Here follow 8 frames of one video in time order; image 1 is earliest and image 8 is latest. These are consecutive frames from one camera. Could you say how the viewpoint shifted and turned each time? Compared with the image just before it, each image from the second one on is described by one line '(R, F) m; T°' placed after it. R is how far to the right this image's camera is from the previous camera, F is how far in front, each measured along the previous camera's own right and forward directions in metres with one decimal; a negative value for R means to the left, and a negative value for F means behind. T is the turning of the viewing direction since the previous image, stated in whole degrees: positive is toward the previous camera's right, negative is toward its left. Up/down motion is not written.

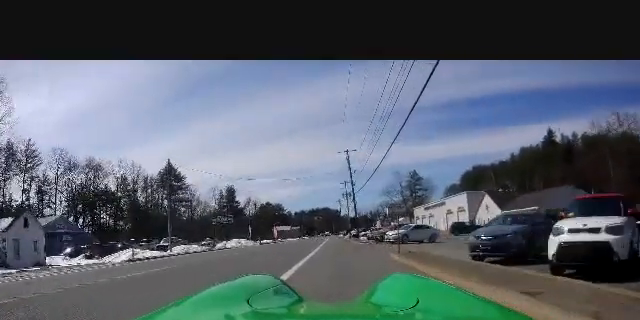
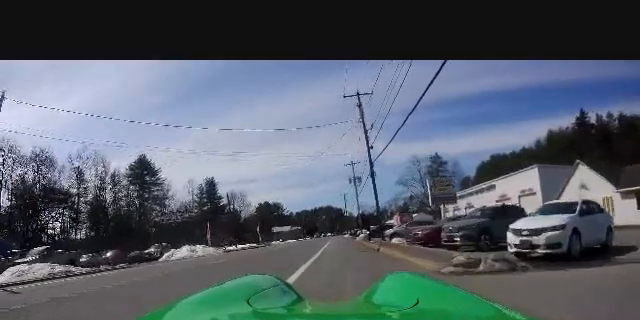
(-0.2, +20.3) m; 0°
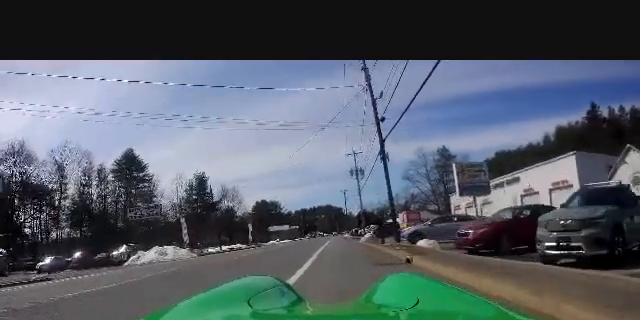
(0.0, +6.8) m; +1°
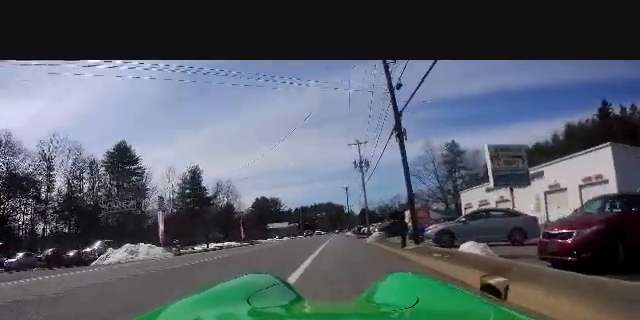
(+0.2, +4.9) m; 0°
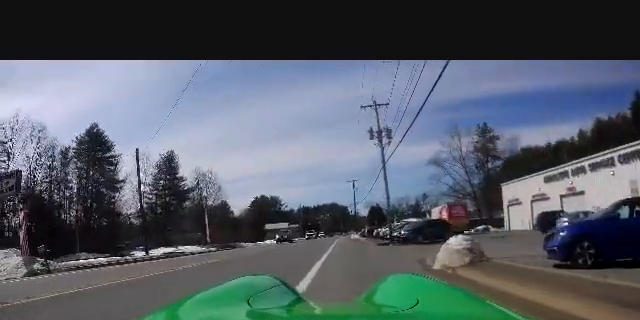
(-0.3, +14.3) m; -3°
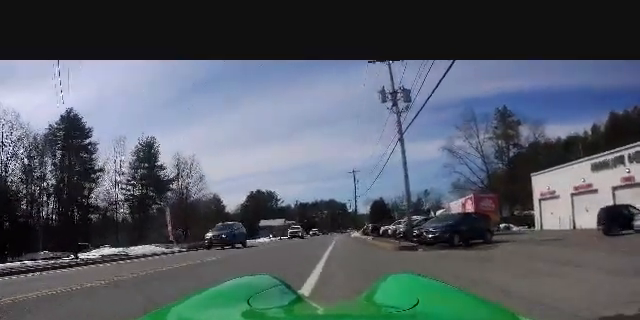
(0.0, +8.1) m; -2°
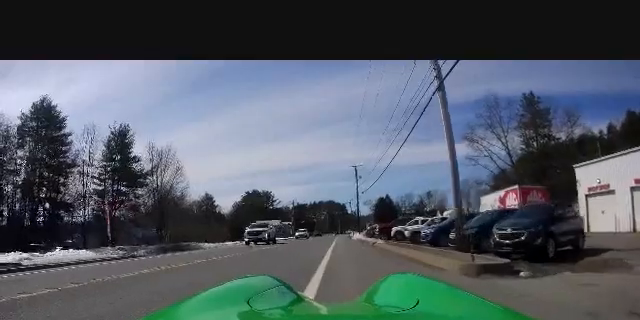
(-0.3, +8.4) m; 0°
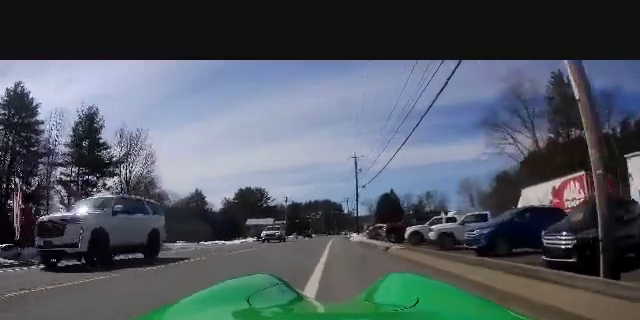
(+0.2, +7.5) m; +3°
